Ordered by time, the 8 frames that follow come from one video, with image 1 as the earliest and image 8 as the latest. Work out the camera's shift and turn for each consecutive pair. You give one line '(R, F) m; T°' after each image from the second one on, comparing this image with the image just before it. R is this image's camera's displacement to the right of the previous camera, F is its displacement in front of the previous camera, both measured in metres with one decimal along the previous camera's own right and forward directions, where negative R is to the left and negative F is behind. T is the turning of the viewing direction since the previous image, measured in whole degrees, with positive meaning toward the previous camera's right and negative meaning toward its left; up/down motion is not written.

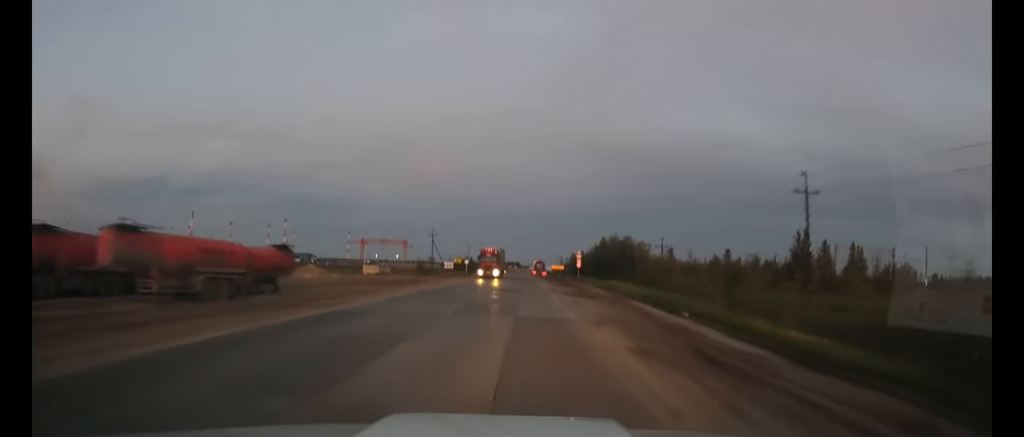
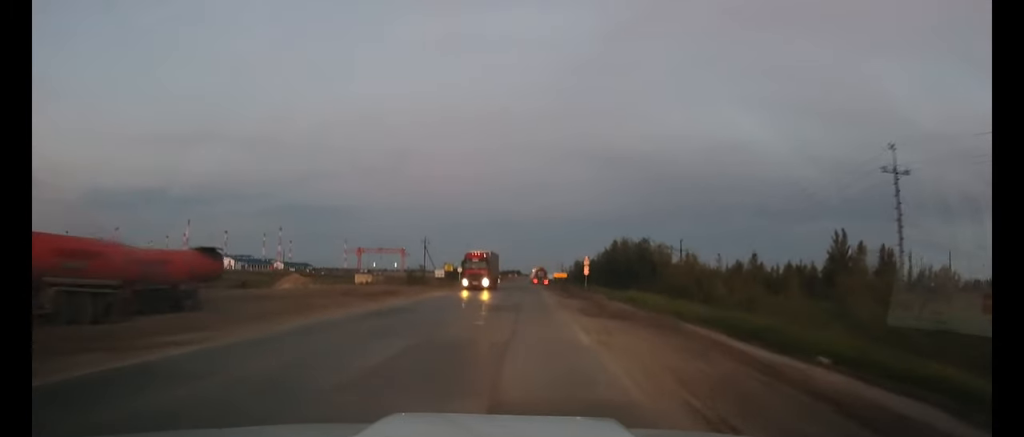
(0.0, +10.9) m; 0°
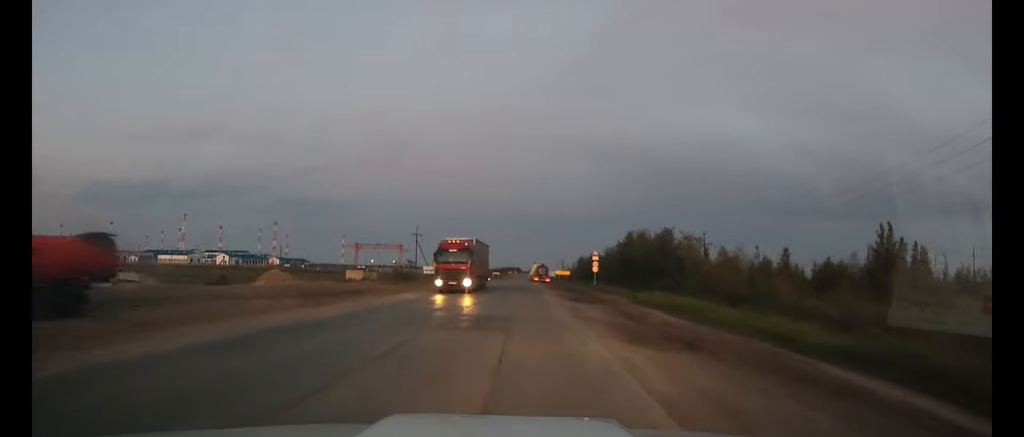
(0.0, +10.2) m; 0°
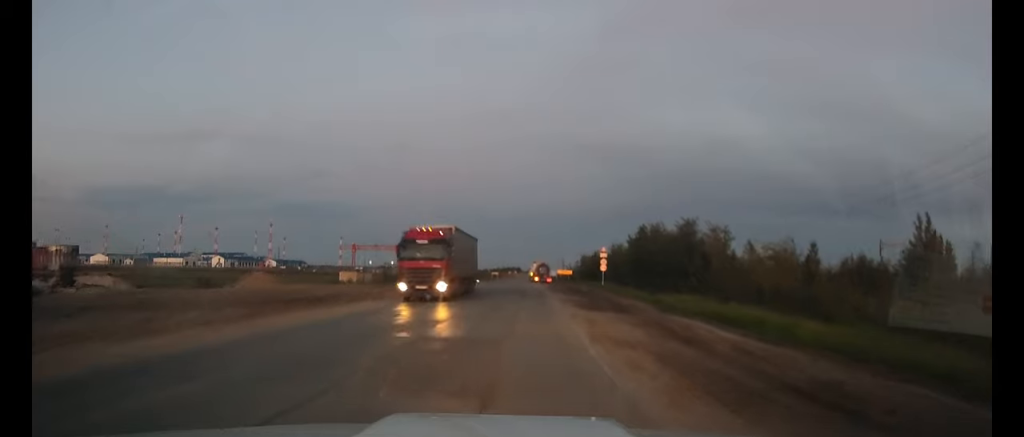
(0.0, +7.3) m; 0°
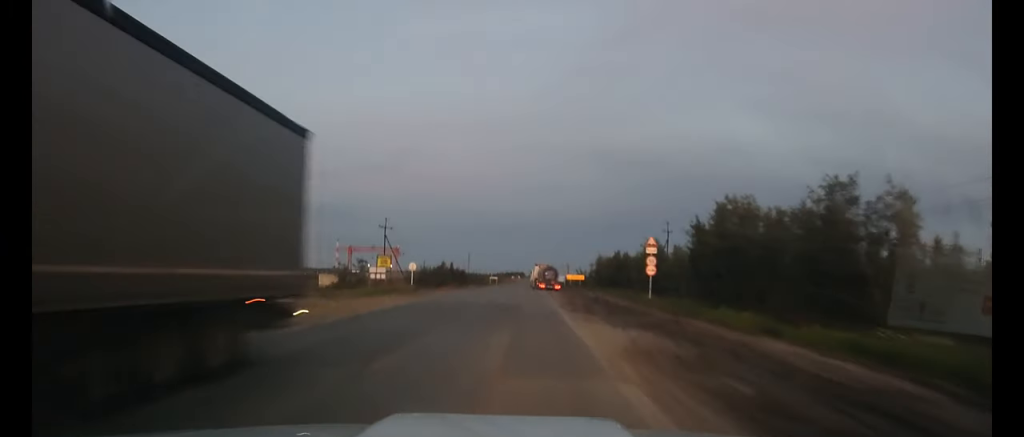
(0.0, +21.9) m; 0°
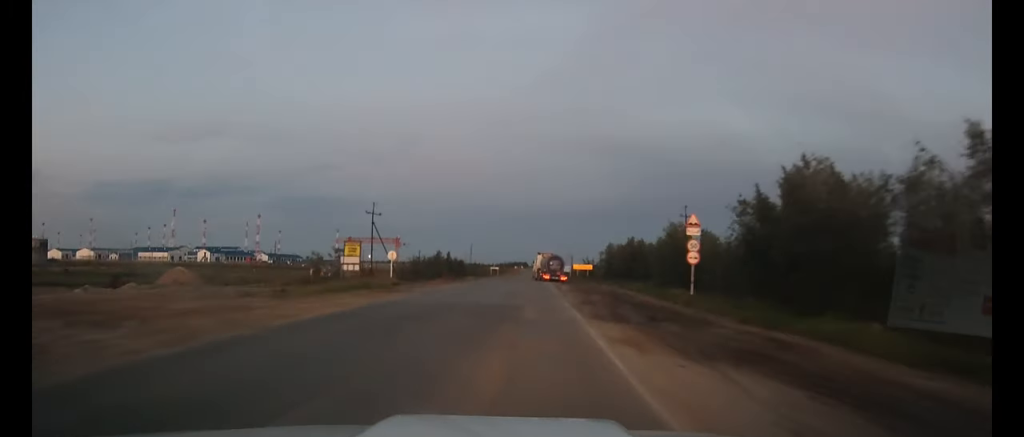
(0.0, +9.3) m; 0°
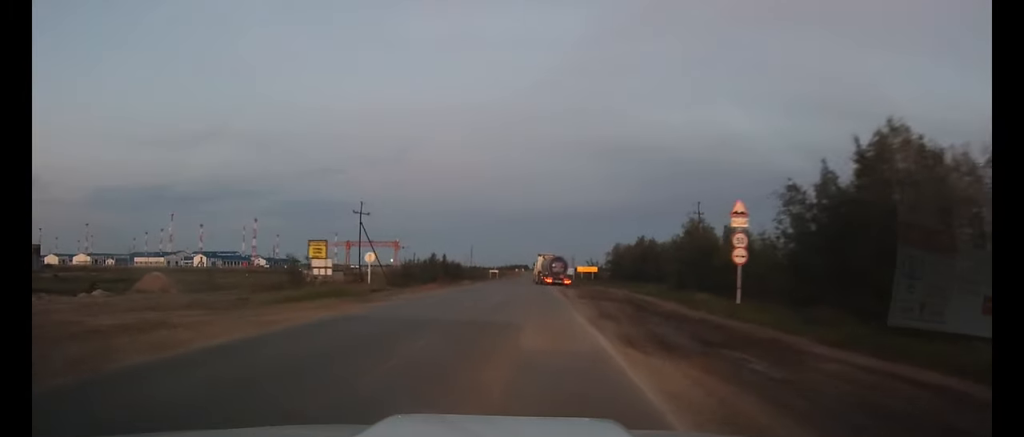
(0.0, +6.7) m; 0°
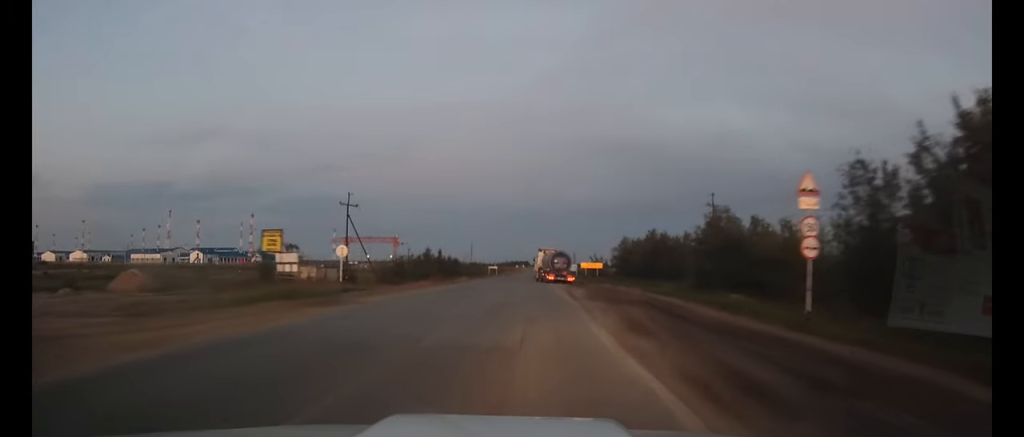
(0.0, +6.2) m; 0°
